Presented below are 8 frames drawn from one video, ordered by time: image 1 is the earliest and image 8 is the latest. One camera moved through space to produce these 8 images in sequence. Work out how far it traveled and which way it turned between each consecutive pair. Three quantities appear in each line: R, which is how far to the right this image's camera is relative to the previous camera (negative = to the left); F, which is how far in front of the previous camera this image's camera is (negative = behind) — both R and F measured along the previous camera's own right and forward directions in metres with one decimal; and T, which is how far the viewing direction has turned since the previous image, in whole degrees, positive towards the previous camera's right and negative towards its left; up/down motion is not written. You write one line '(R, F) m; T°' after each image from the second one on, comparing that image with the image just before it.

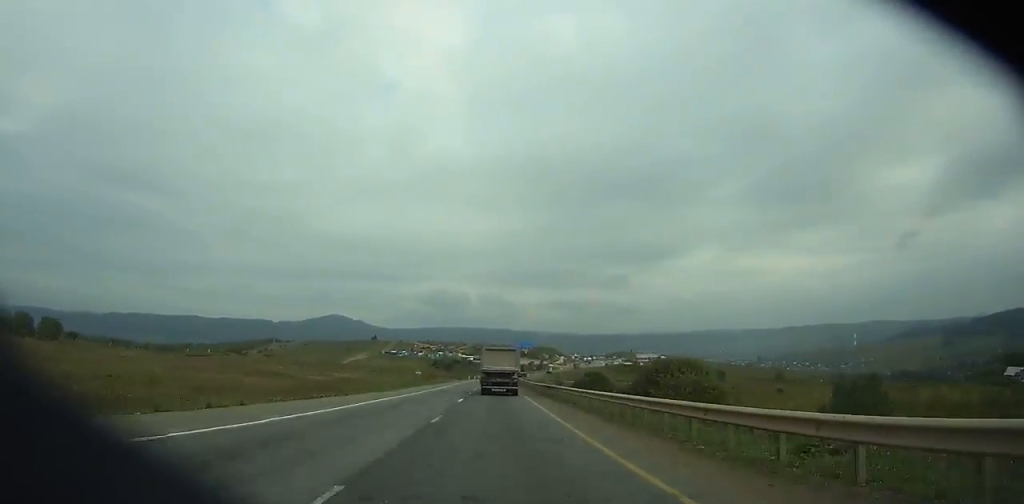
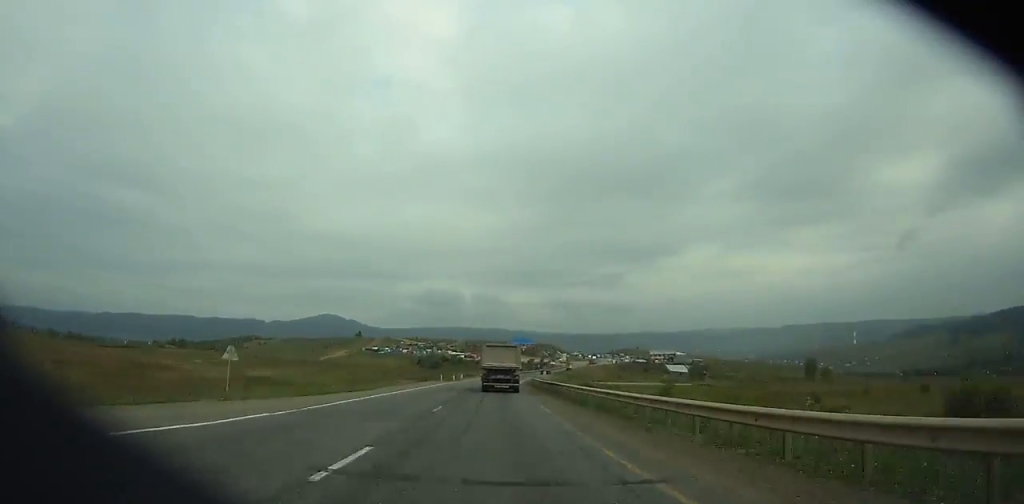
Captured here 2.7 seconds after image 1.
(+0.4, +54.9) m; +3°
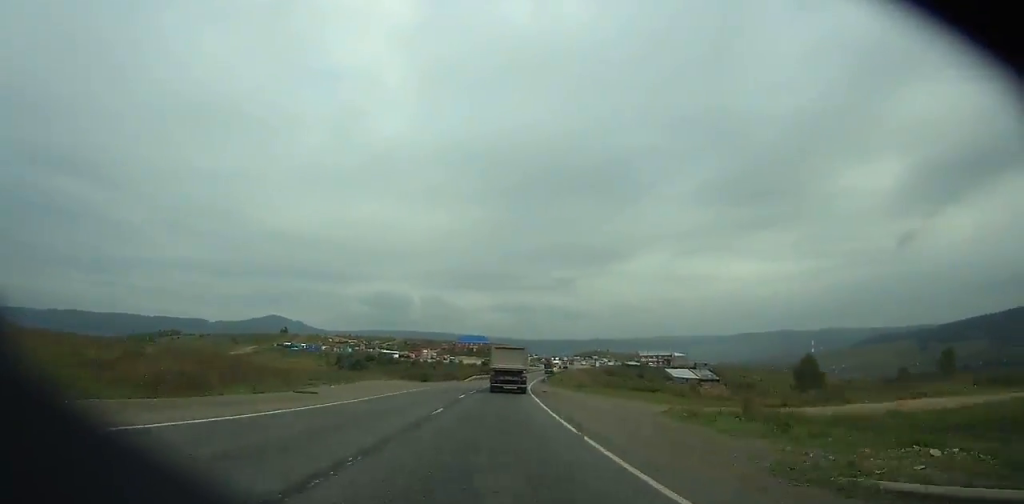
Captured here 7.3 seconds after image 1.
(+2.5, +95.4) m; +2°
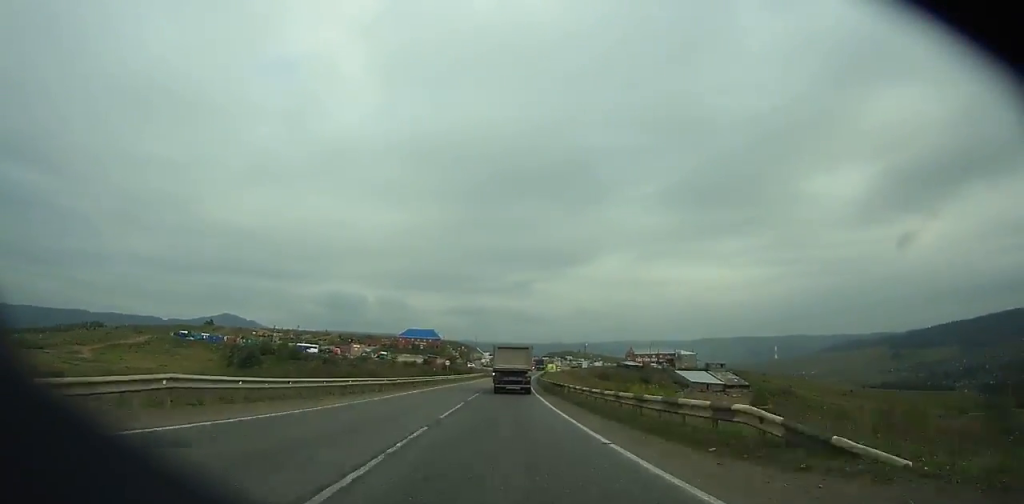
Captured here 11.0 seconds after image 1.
(+1.3, +86.2) m; +4°
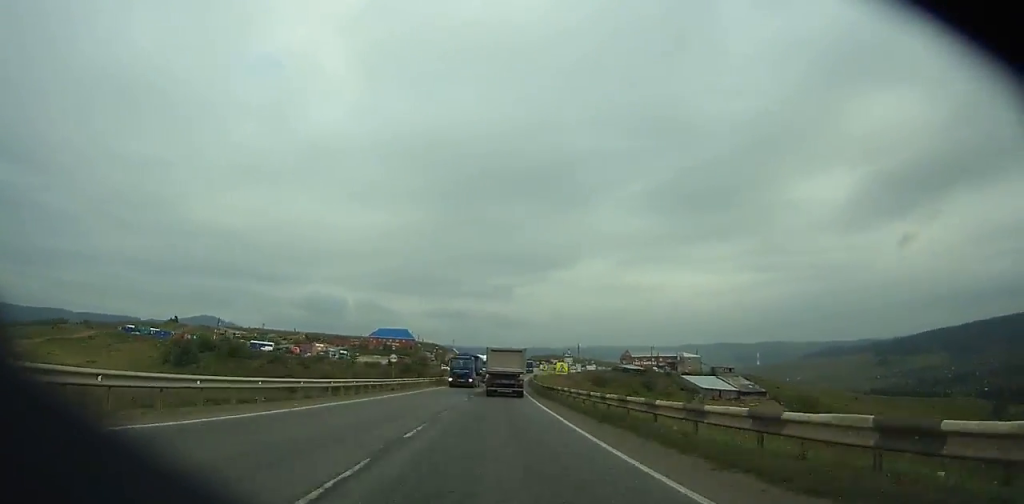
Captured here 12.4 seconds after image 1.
(+0.3, +32.2) m; +2°
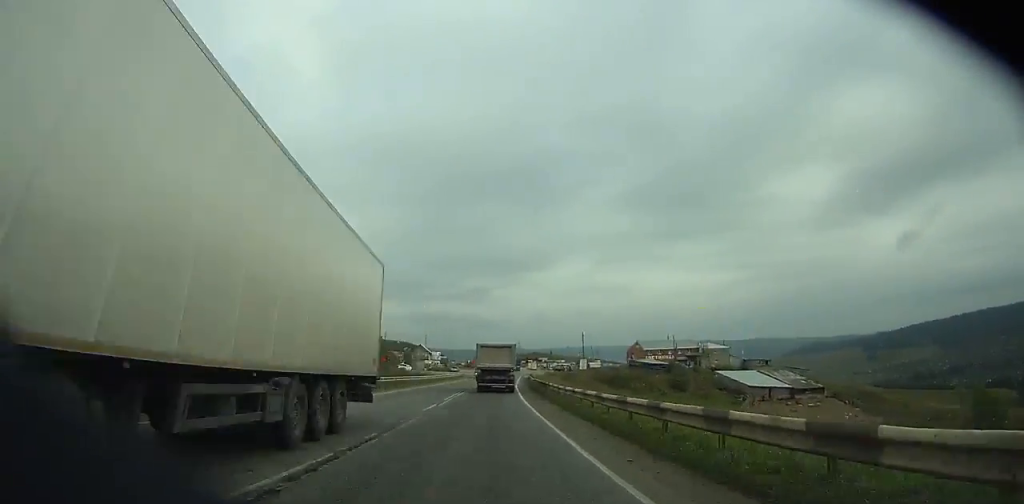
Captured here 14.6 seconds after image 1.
(+1.7, +48.2) m; +2°
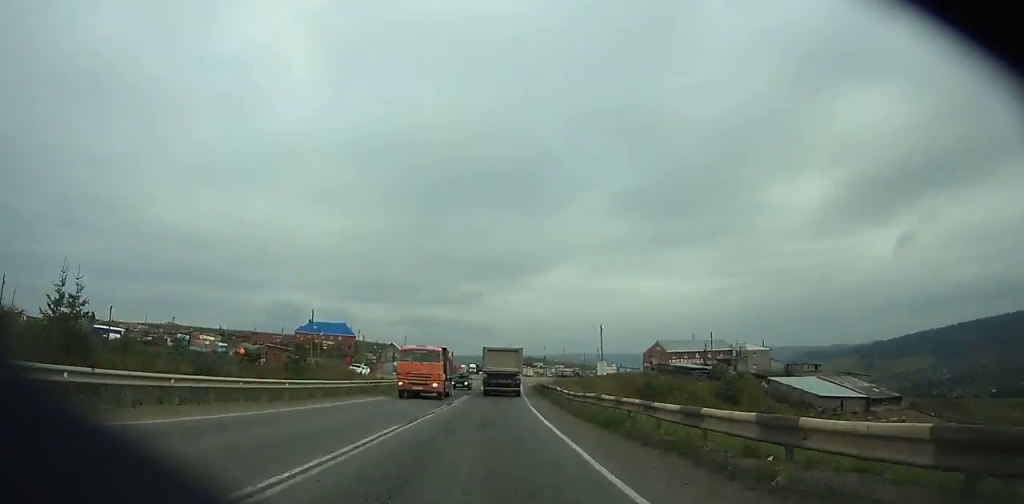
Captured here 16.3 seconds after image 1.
(+0.6, +35.3) m; +1°
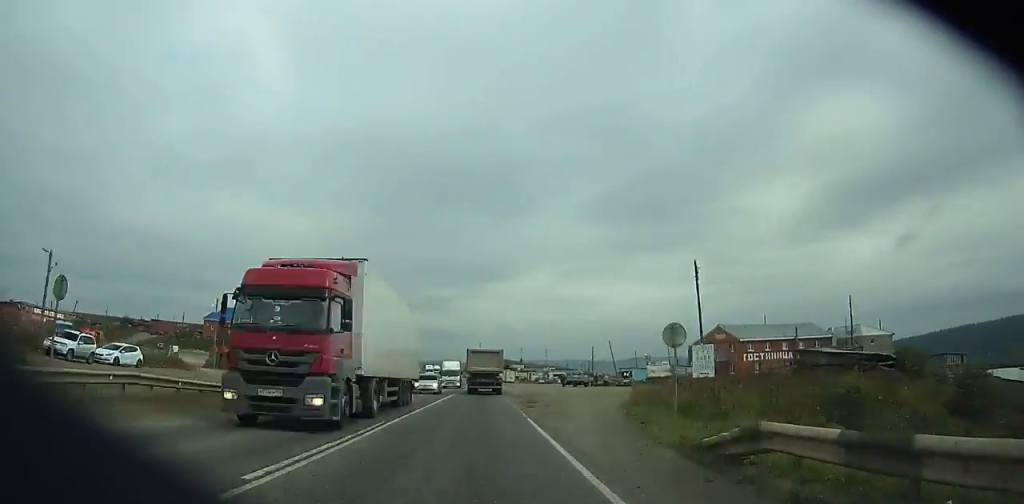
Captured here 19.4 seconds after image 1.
(+1.3, +60.4) m; +2°
